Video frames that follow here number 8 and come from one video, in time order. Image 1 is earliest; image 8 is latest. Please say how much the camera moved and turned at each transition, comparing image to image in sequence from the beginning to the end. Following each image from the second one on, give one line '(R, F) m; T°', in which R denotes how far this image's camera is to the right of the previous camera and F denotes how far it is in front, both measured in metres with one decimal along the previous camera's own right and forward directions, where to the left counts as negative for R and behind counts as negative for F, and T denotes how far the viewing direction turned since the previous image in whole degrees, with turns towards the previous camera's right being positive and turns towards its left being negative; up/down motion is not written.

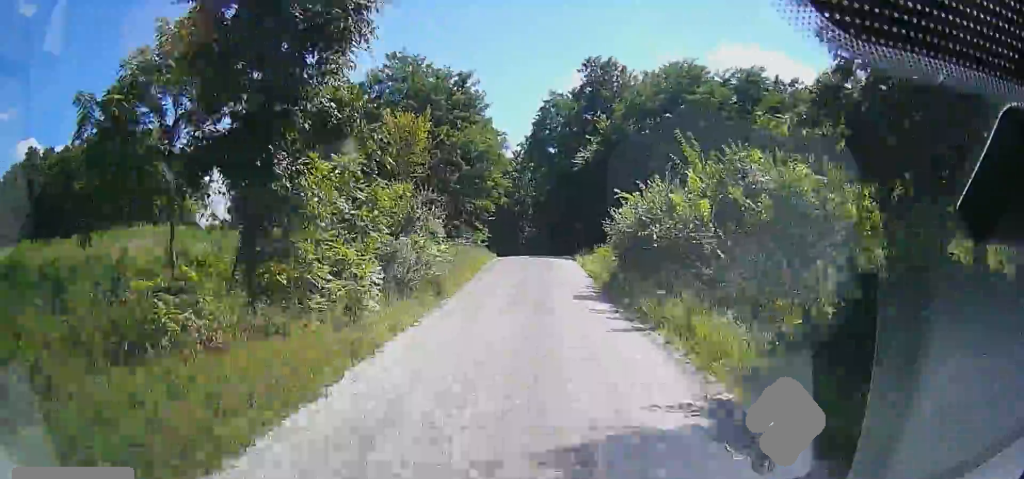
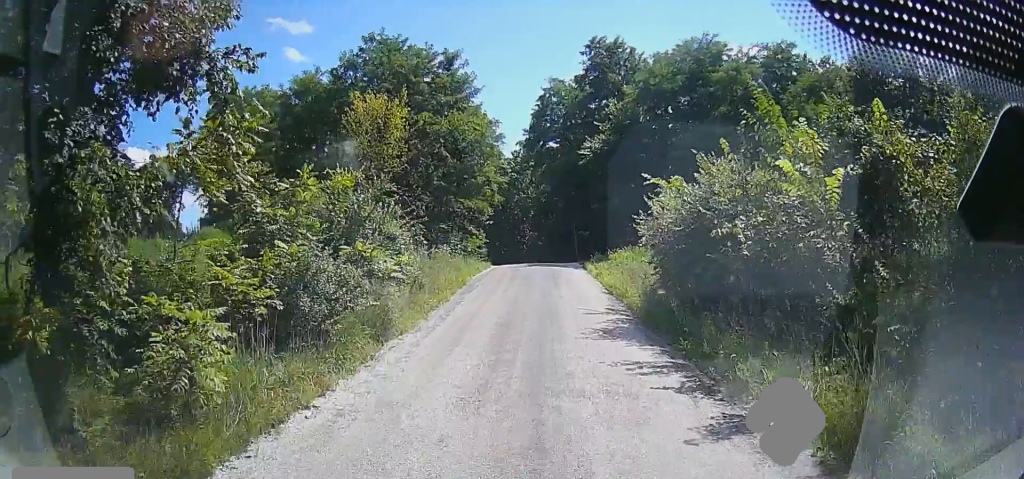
(0.0, +6.4) m; 0°
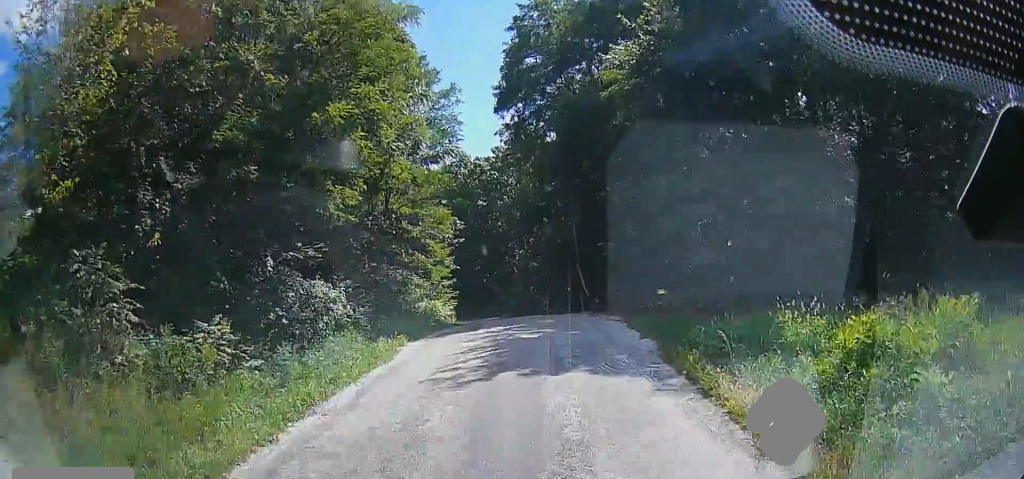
(0.0, +23.3) m; 0°
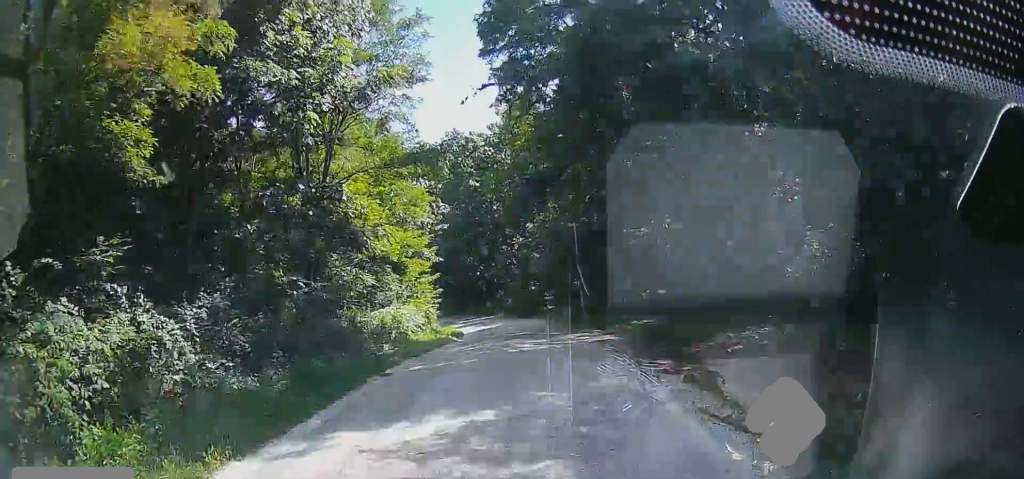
(0.0, +10.6) m; +1°
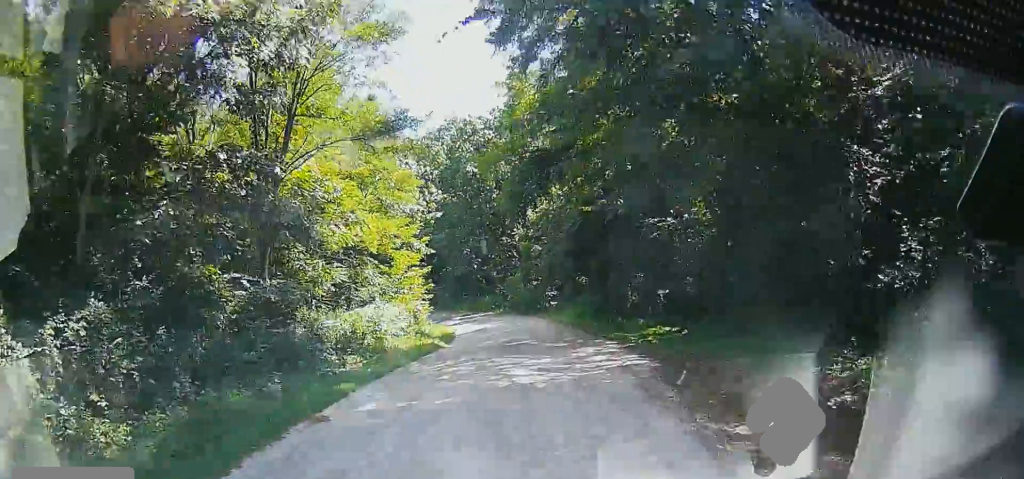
(-0.1, +5.1) m; +1°
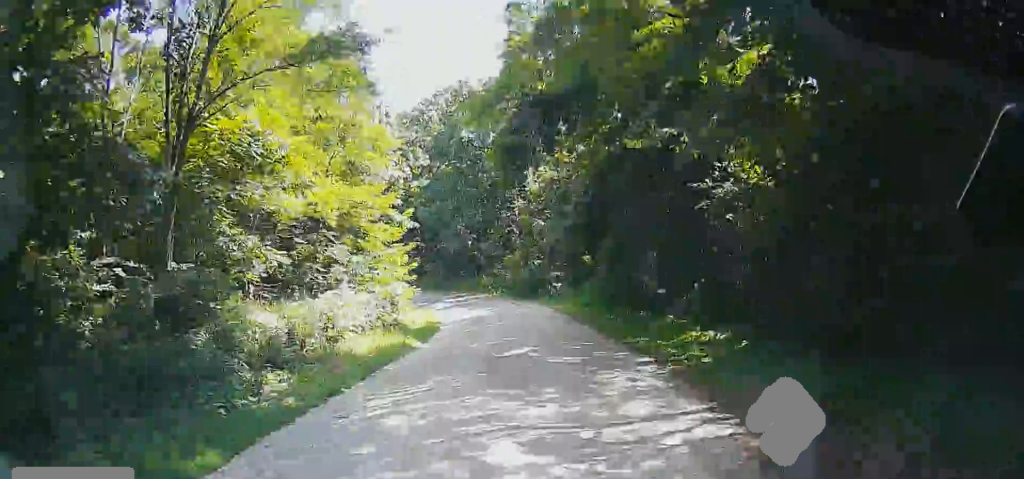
(+0.3, +6.2) m; 0°
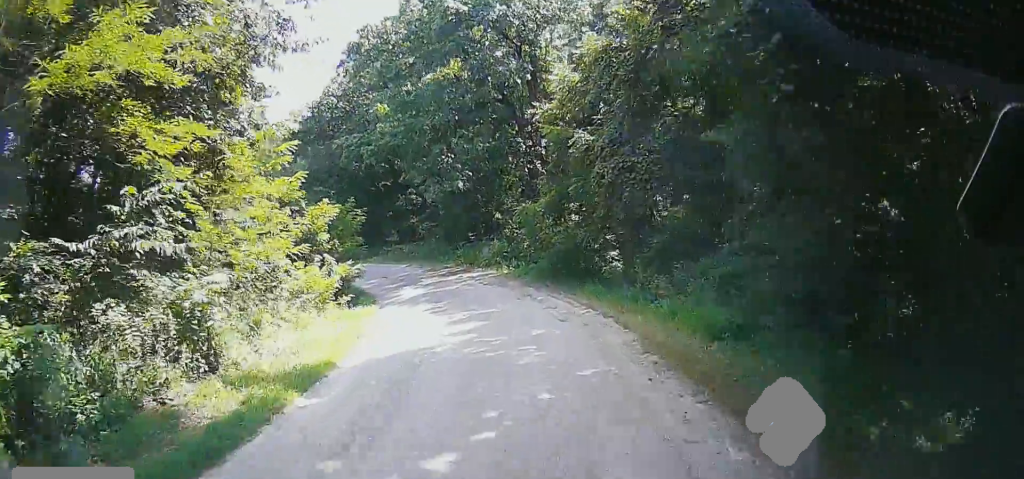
(-0.9, +19.2) m; -5°
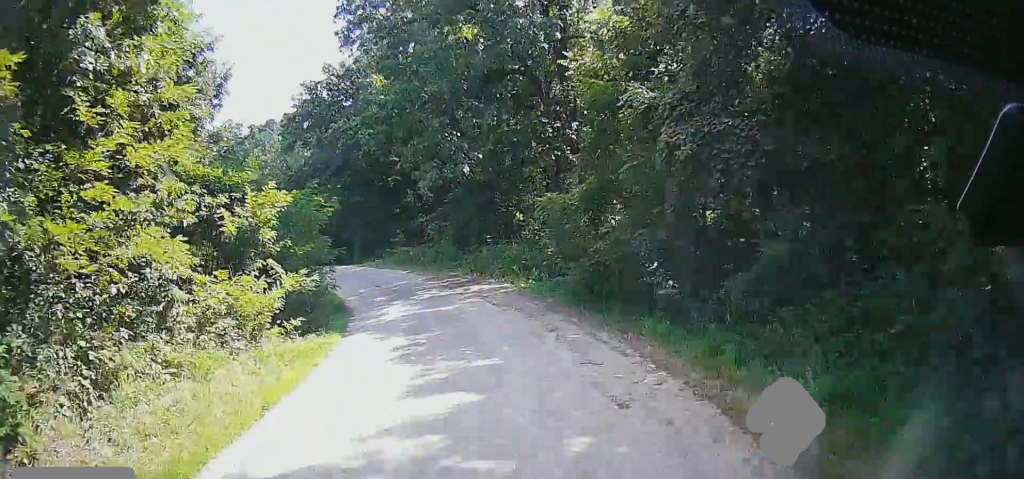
(0.0, +6.0) m; -2°
